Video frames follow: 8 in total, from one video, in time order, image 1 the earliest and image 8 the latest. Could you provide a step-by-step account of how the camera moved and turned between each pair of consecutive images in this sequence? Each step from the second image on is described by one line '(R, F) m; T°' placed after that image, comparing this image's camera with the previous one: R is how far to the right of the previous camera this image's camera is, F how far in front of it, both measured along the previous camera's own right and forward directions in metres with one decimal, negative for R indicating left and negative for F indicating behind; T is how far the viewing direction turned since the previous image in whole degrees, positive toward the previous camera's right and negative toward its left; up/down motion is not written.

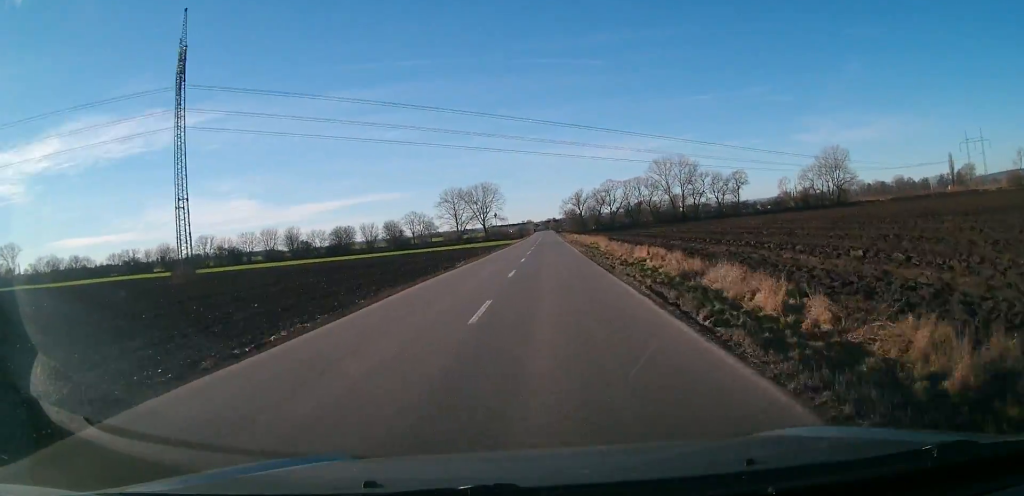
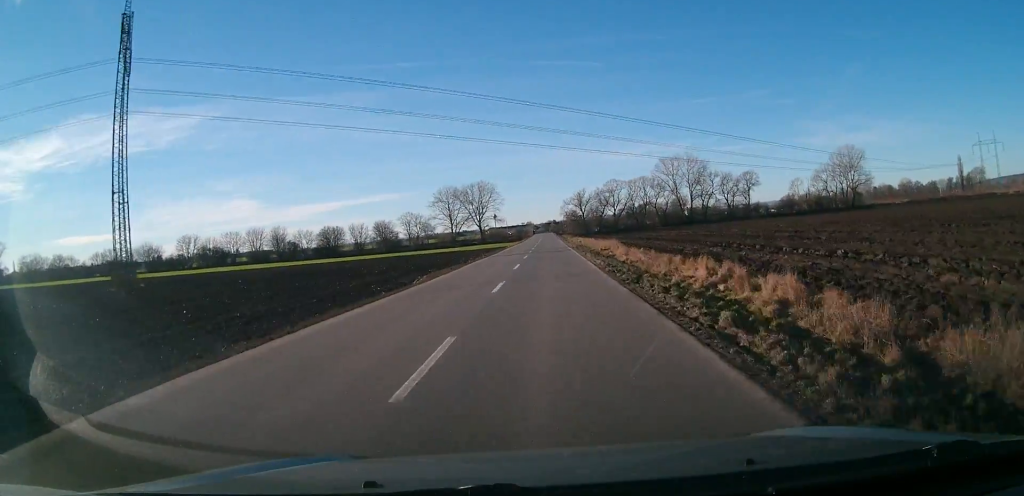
(+0.1, +13.7) m; 0°
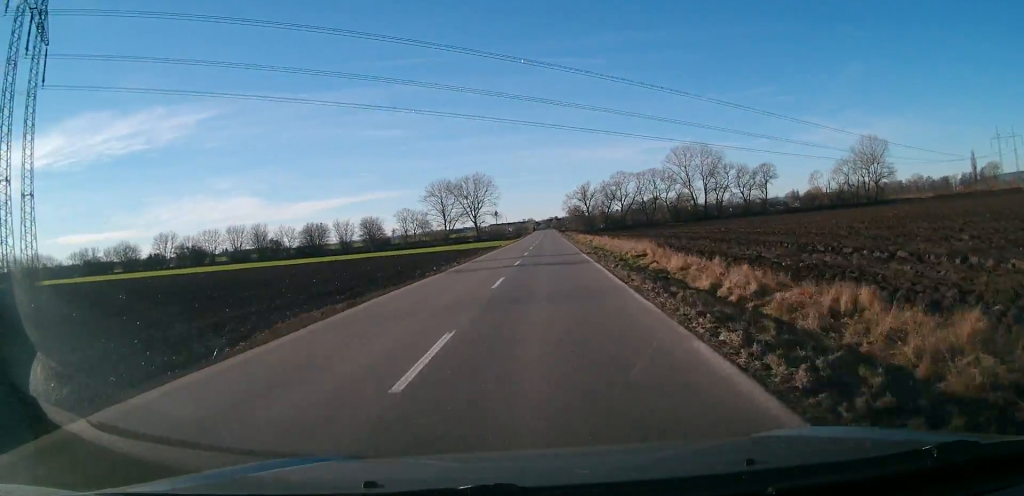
(-0.1, +18.1) m; 0°
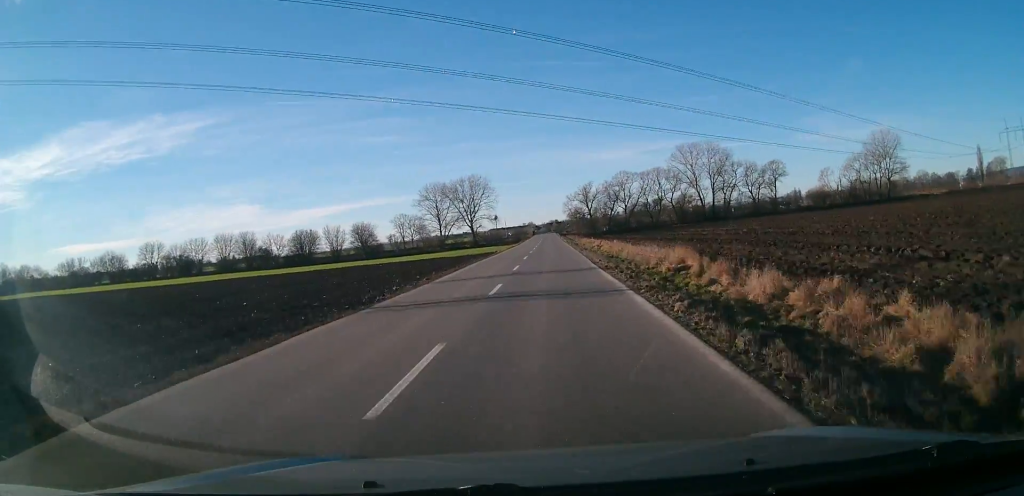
(0.0, +9.8) m; 0°
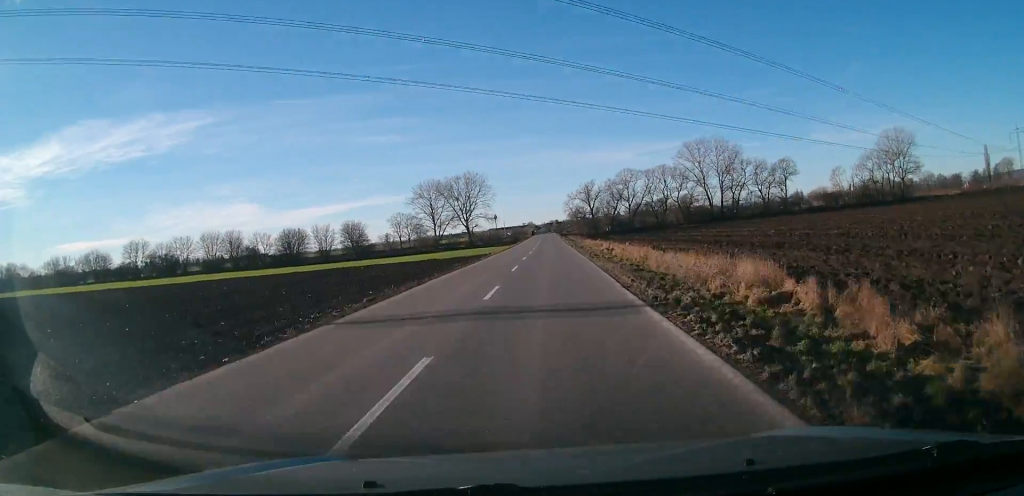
(+0.1, +9.7) m; 0°
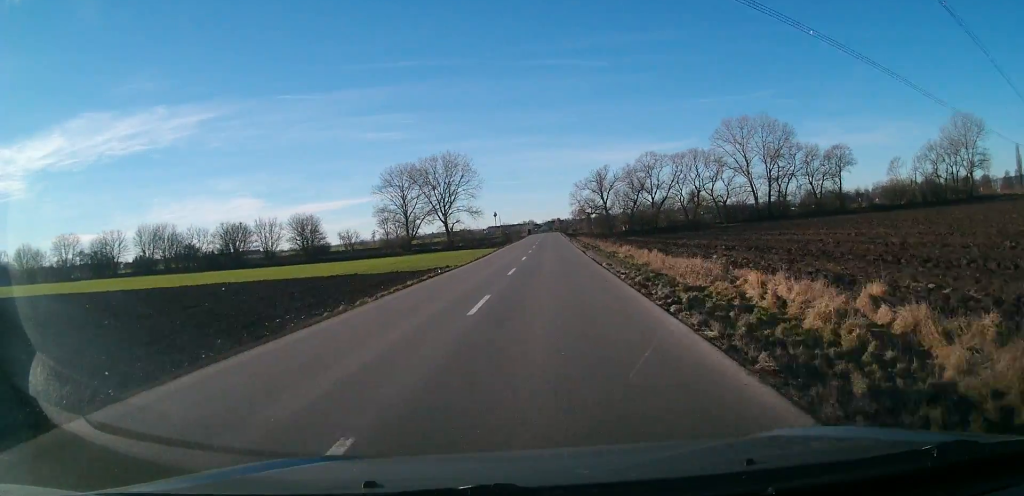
(-0.3, +39.2) m; -1°
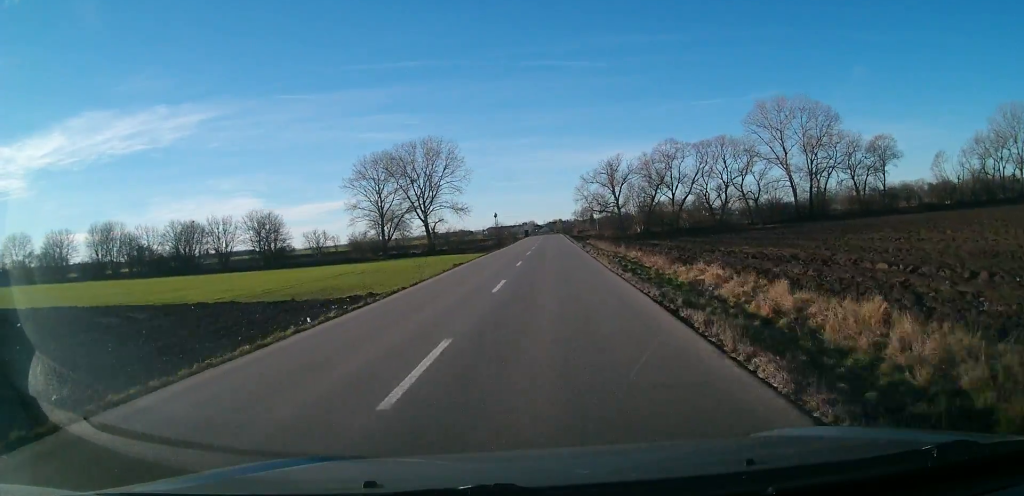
(-0.1, +23.5) m; +1°
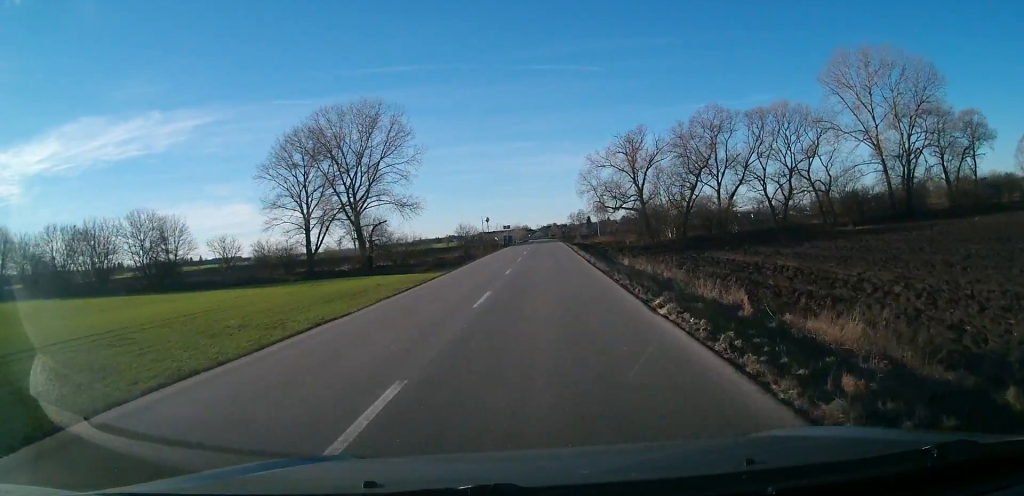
(+0.4, +38.3) m; 0°
